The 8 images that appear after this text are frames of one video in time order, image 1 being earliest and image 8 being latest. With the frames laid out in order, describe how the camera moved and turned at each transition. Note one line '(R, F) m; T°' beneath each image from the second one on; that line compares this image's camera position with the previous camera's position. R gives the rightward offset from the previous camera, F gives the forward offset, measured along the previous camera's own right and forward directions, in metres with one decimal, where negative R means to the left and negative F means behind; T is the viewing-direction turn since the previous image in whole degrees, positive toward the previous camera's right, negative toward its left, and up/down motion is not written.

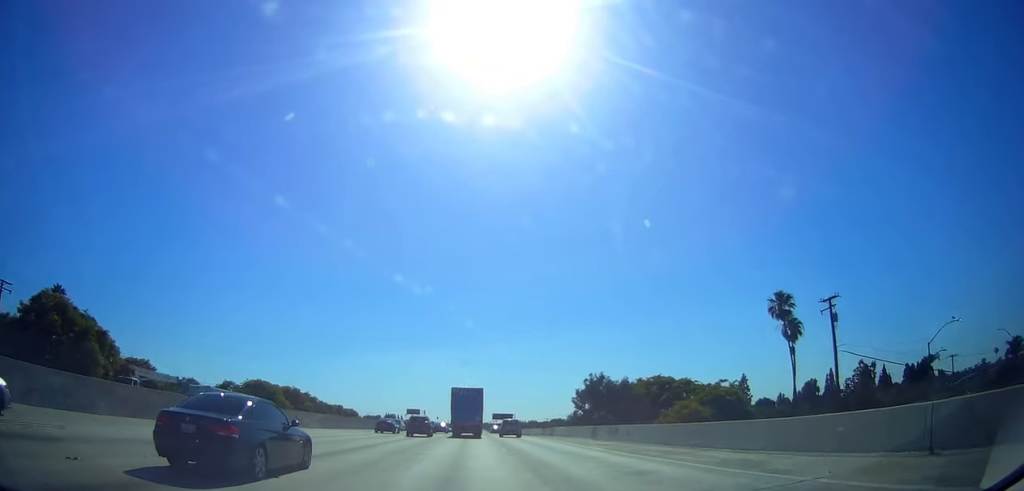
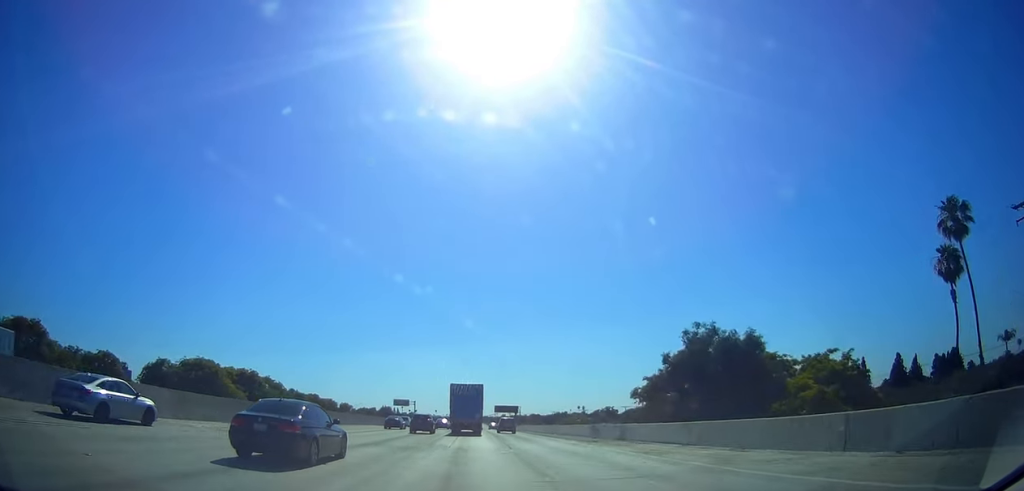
(0.0, +29.0) m; 0°
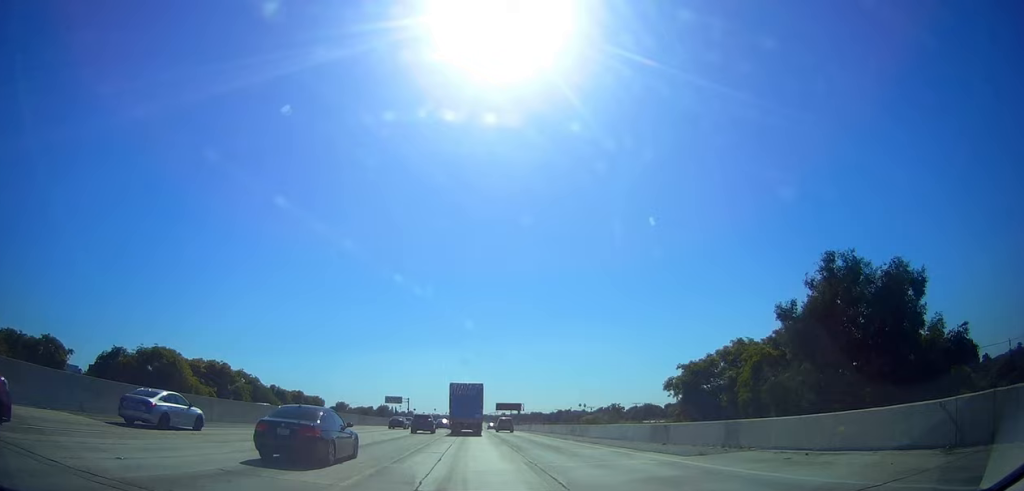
(0.0, +14.0) m; -1°
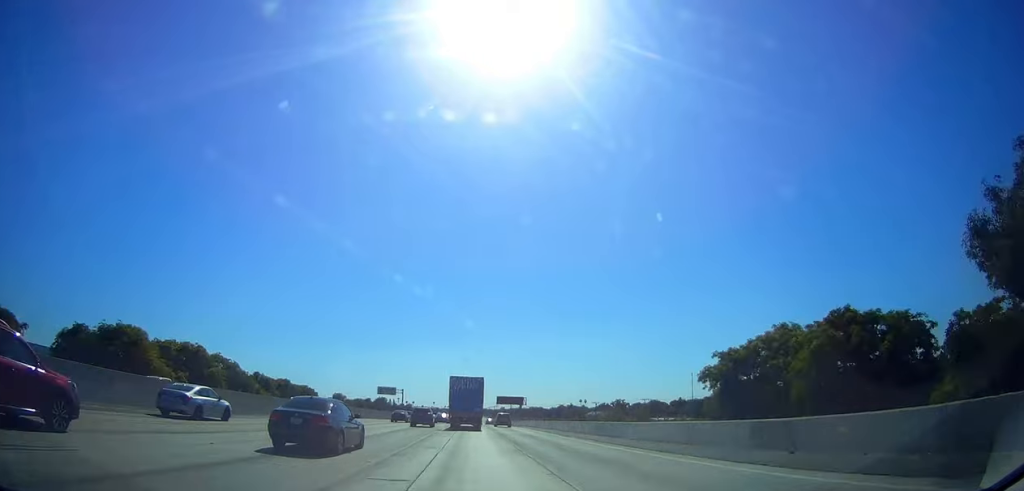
(+0.1, +10.3) m; -1°
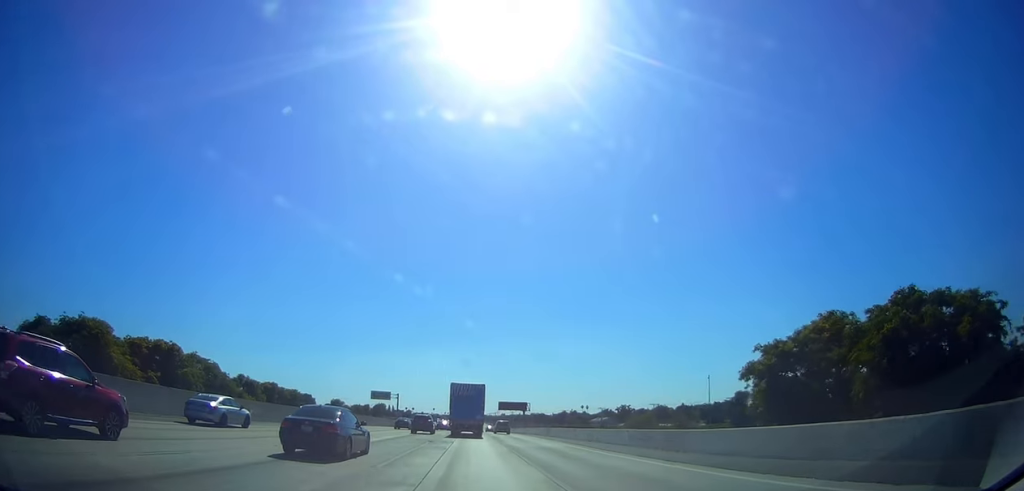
(-0.1, +8.8) m; -1°
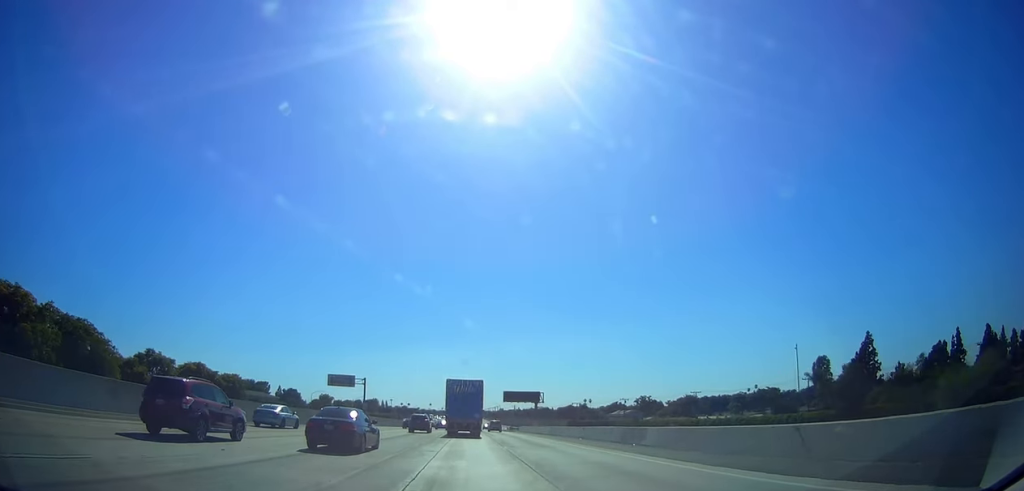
(-0.1, +33.9) m; +2°
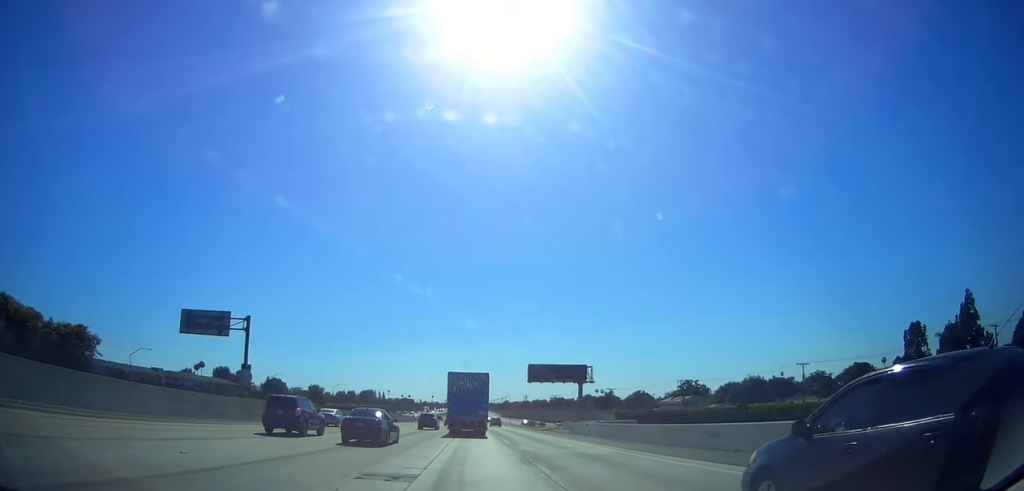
(+0.5, +45.6) m; +1°
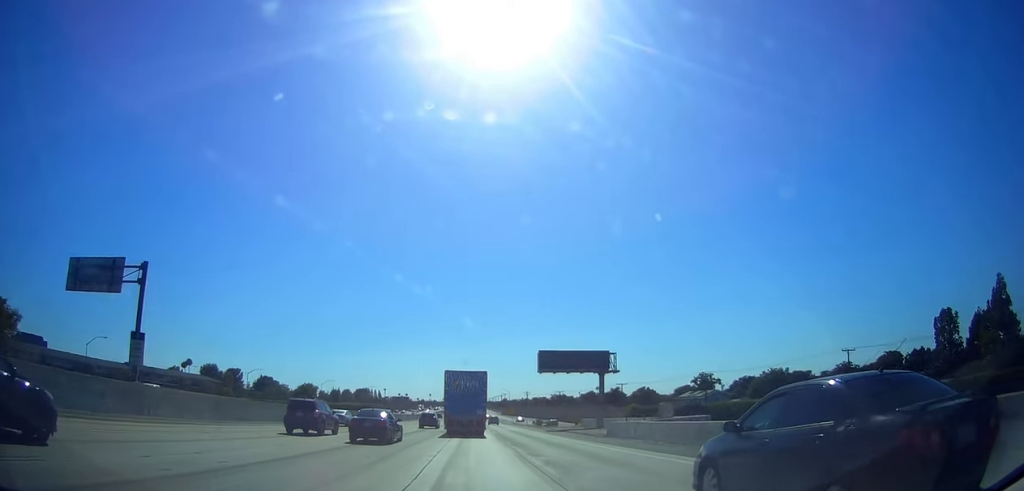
(0.0, +13.6) m; 0°
